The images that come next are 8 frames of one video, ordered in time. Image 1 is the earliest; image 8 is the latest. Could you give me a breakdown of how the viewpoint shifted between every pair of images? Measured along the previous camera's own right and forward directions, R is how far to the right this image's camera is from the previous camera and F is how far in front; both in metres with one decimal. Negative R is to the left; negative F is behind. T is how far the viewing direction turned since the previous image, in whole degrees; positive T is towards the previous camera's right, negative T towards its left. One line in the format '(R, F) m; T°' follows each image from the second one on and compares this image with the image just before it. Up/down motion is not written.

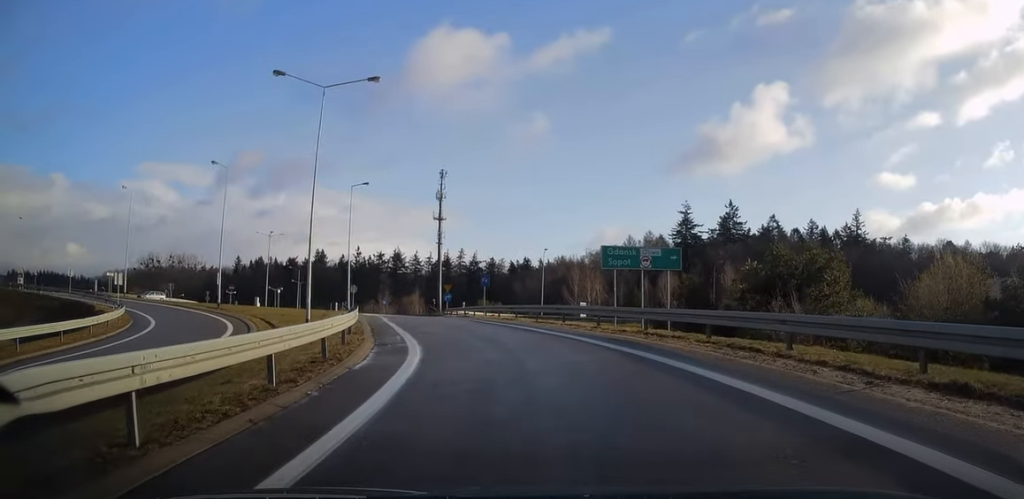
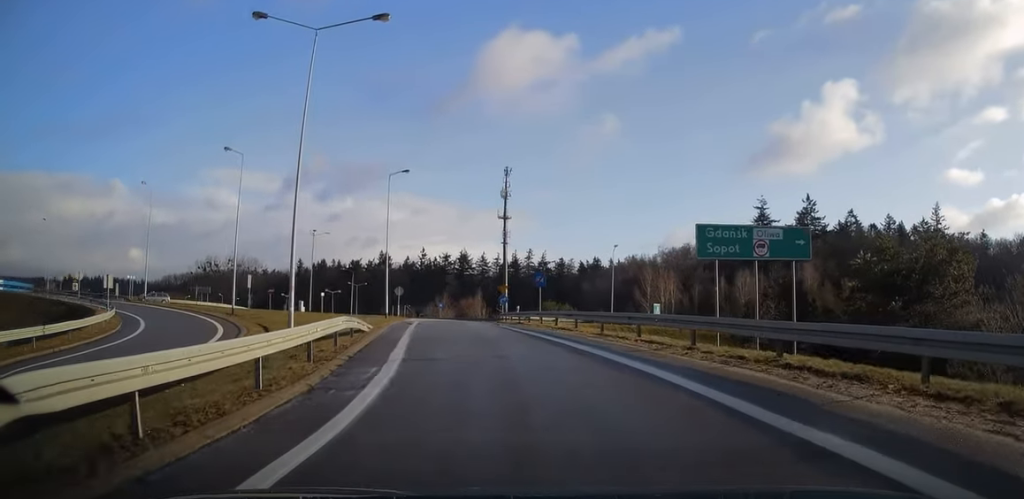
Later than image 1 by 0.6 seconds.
(-0.3, +7.8) m; -6°
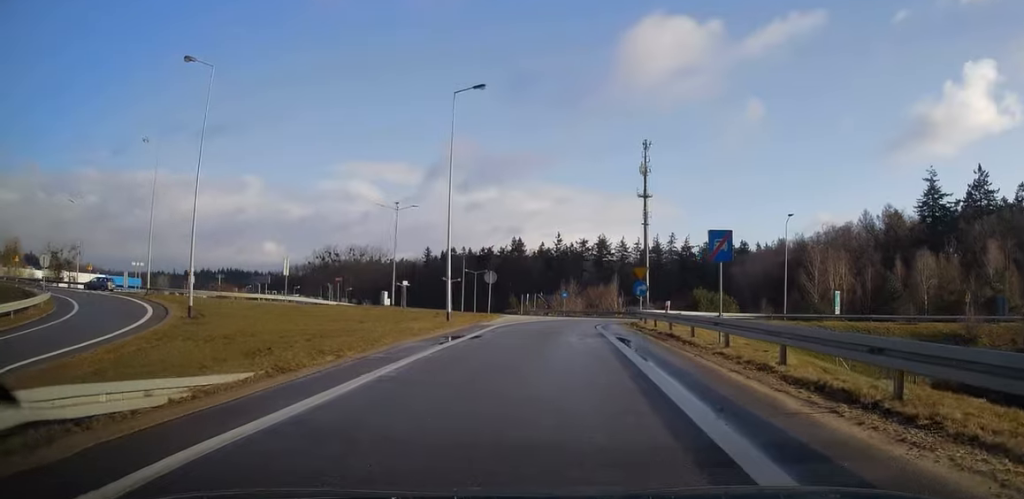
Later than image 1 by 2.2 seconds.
(-2.8, +19.7) m; -13°
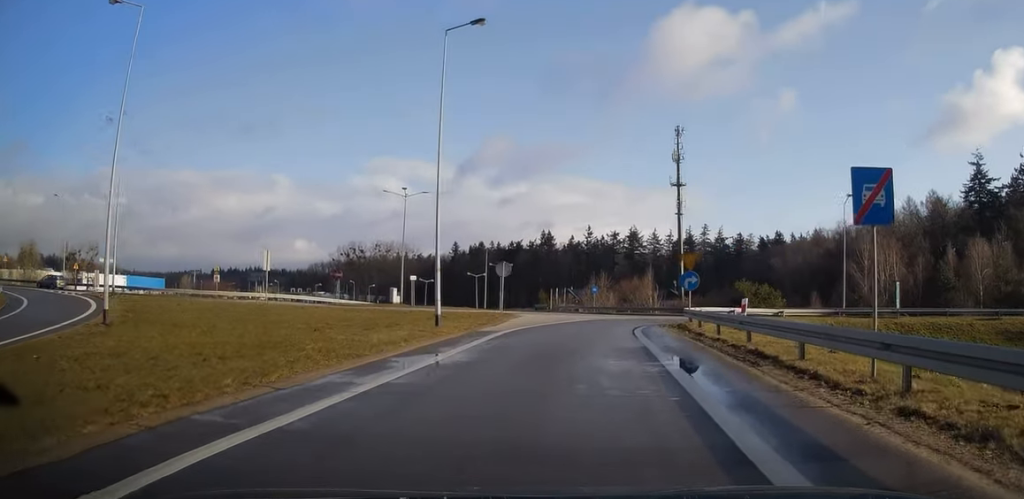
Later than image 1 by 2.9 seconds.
(-0.2, +7.6) m; -2°
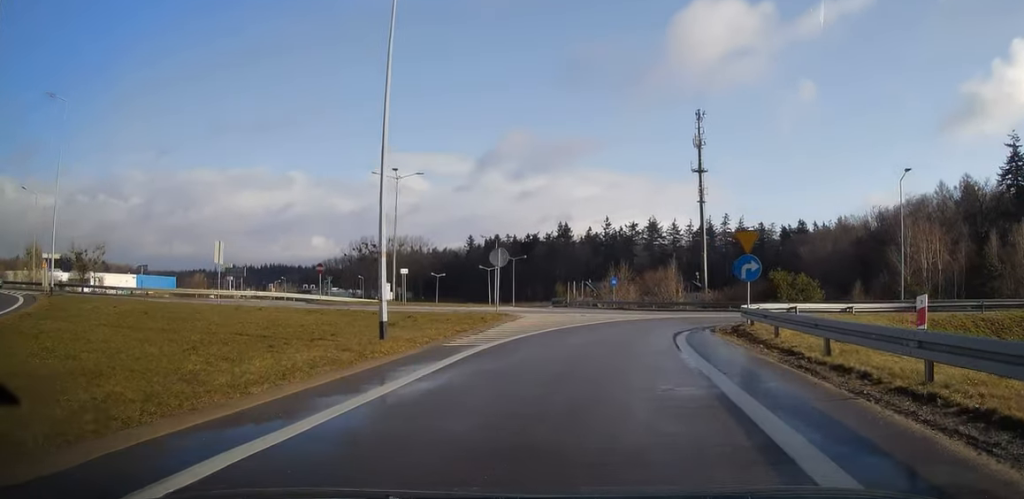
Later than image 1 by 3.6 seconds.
(-0.1, +7.7) m; -1°
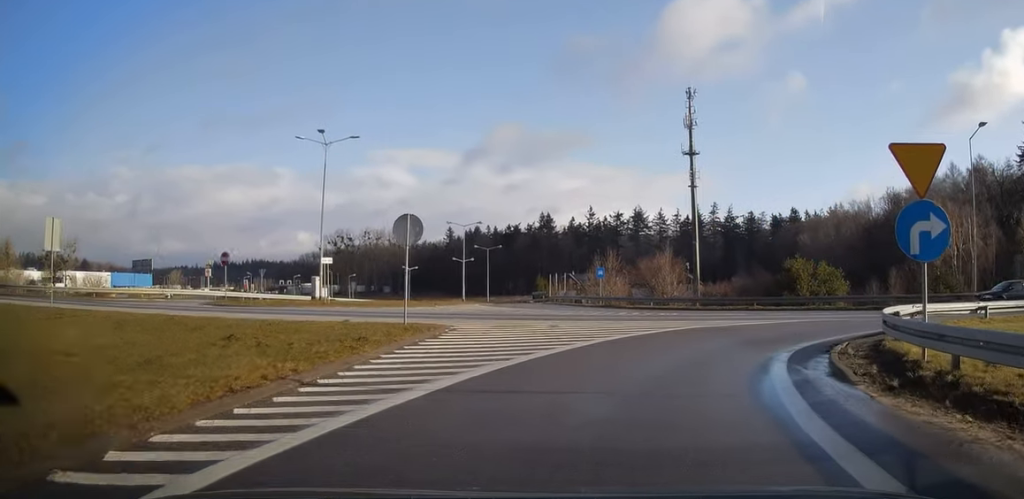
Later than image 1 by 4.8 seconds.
(-0.1, +12.0) m; +3°
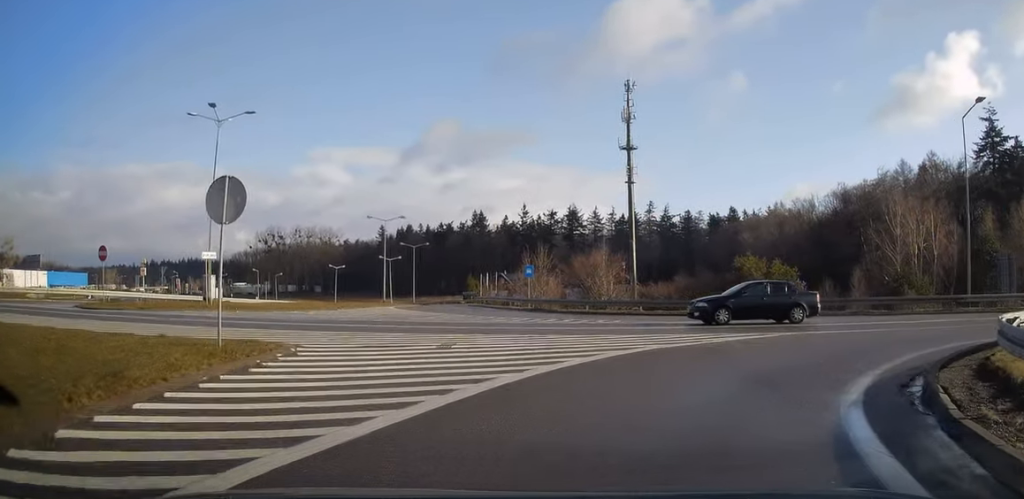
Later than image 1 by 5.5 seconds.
(+0.1, +6.3) m; +8°
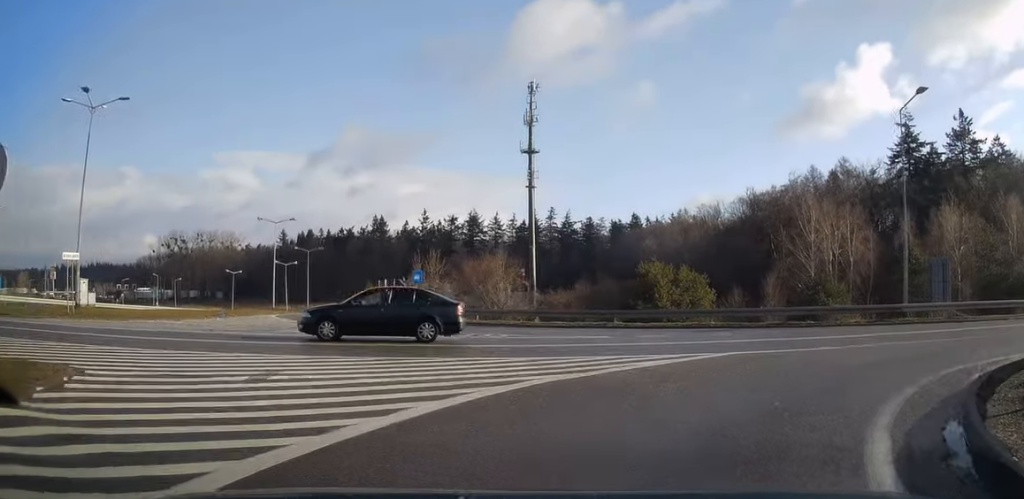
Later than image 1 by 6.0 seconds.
(+0.2, +3.7) m; +9°
